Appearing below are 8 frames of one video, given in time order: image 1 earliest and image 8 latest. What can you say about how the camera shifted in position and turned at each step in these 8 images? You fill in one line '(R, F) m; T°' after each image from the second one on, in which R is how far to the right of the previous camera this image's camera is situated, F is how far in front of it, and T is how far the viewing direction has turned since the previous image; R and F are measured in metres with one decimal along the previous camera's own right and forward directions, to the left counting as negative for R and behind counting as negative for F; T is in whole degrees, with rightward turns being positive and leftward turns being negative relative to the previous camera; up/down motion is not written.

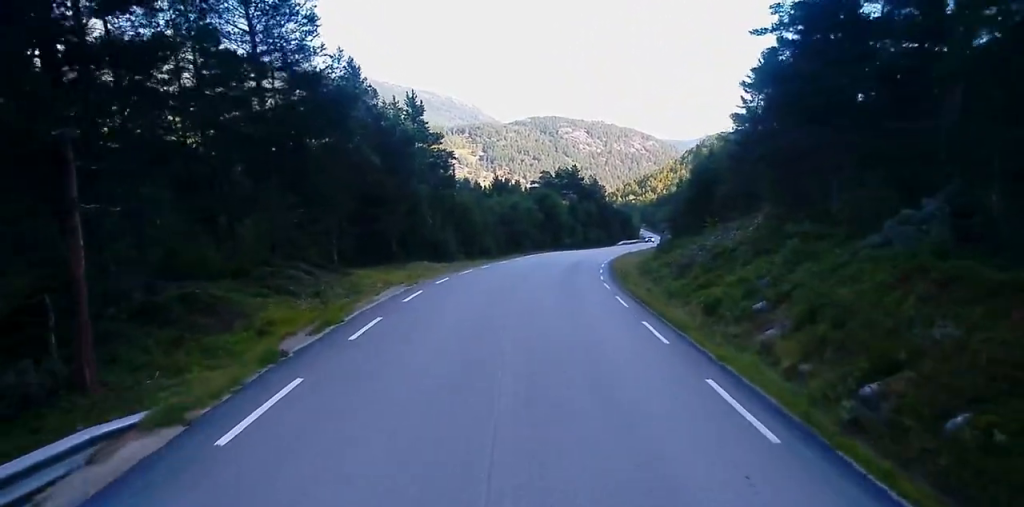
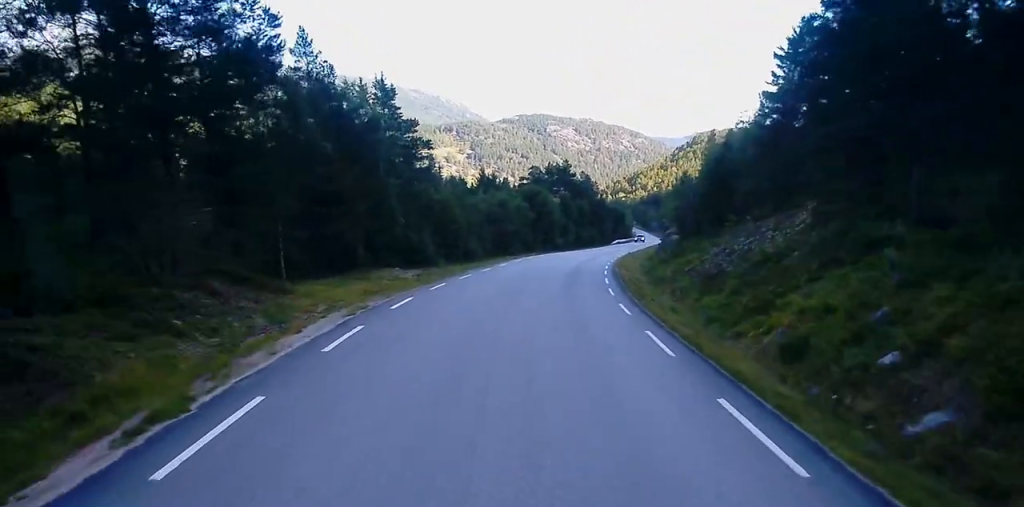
(+0.3, +7.0) m; +1°
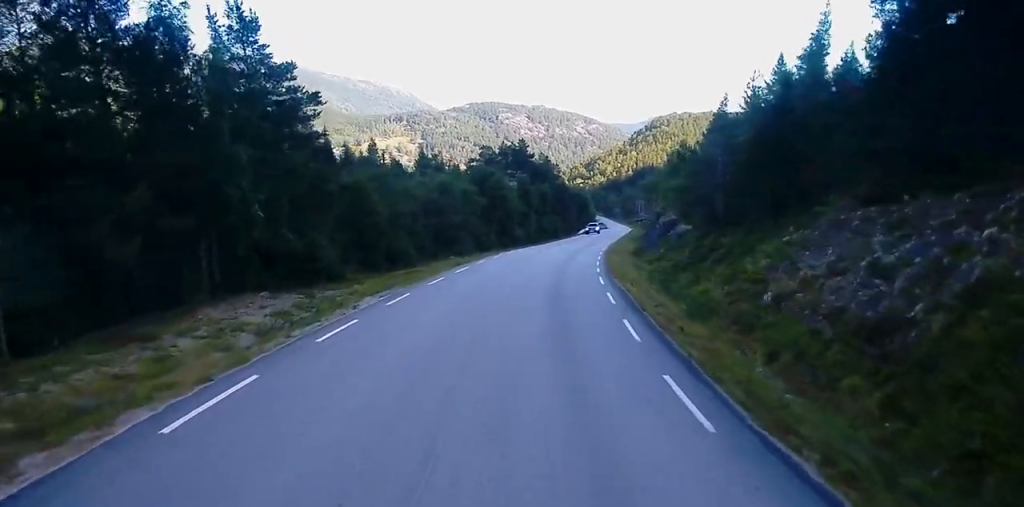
(0.0, +16.6) m; +1°
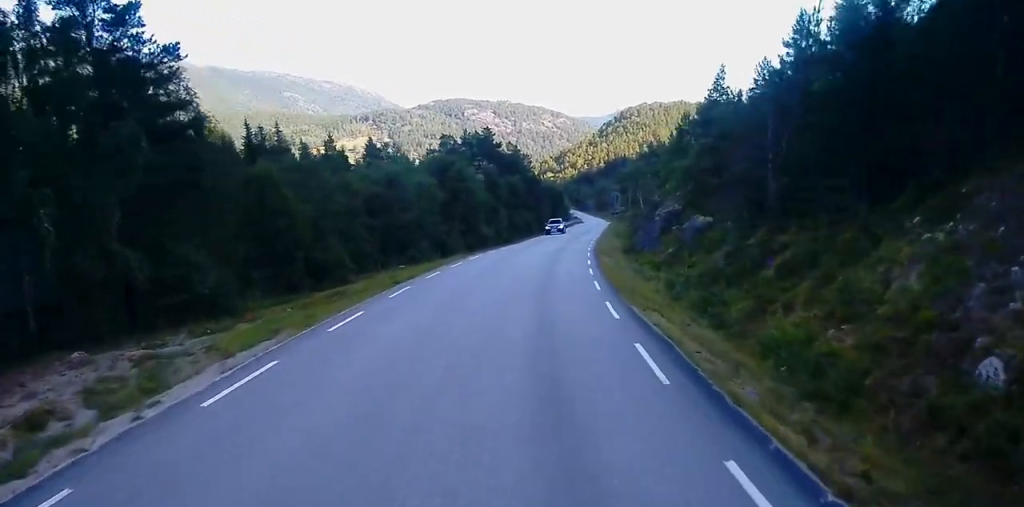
(+0.3, +10.4) m; +1°
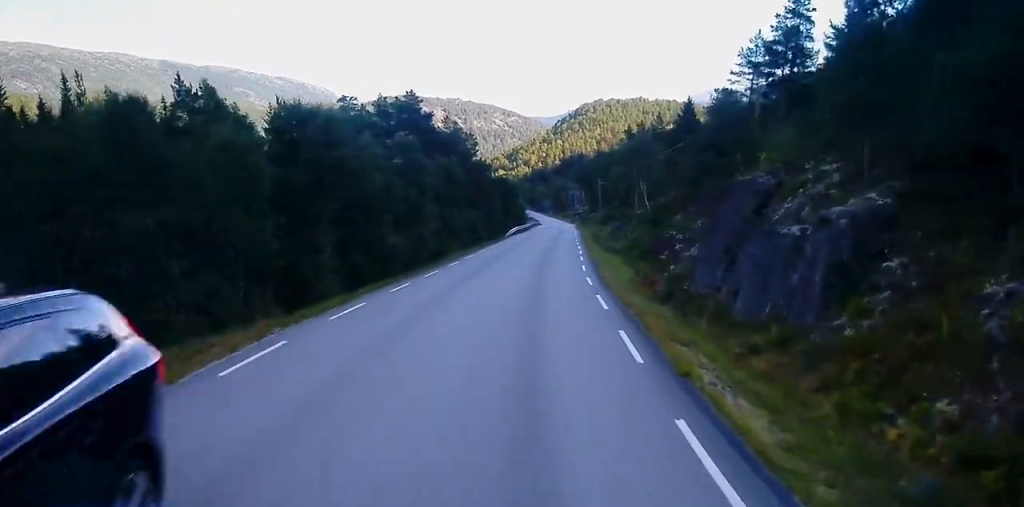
(+0.9, +28.7) m; +4°
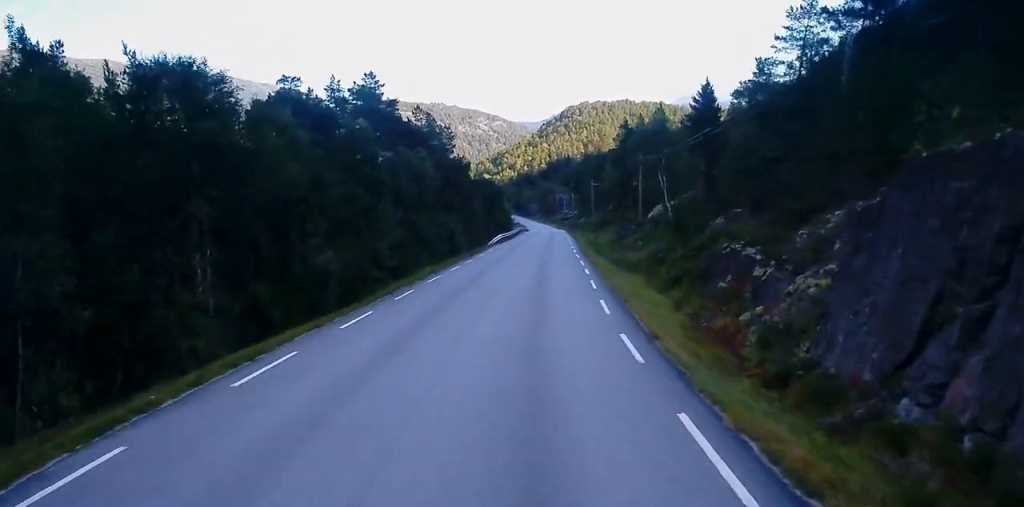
(0.0, +11.6) m; +1°
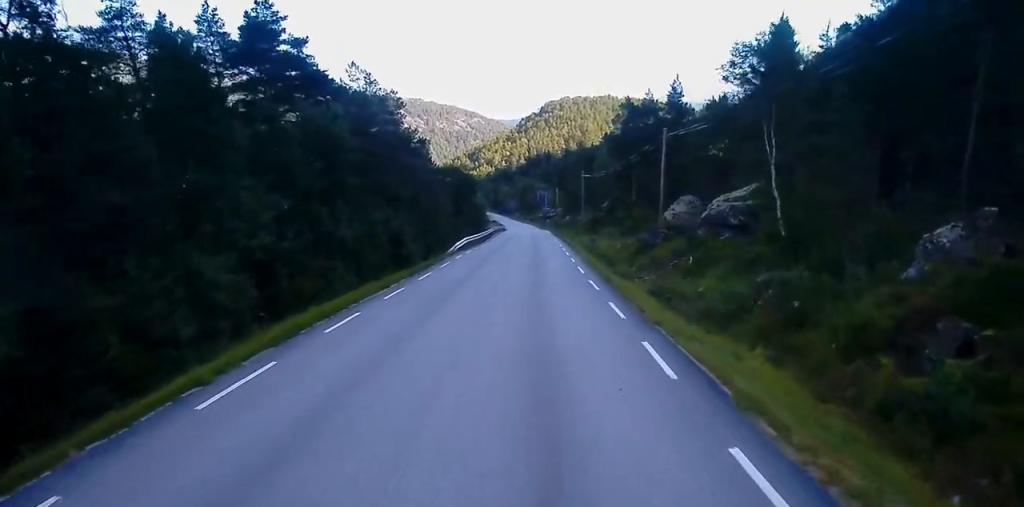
(+0.3, +19.4) m; +2°
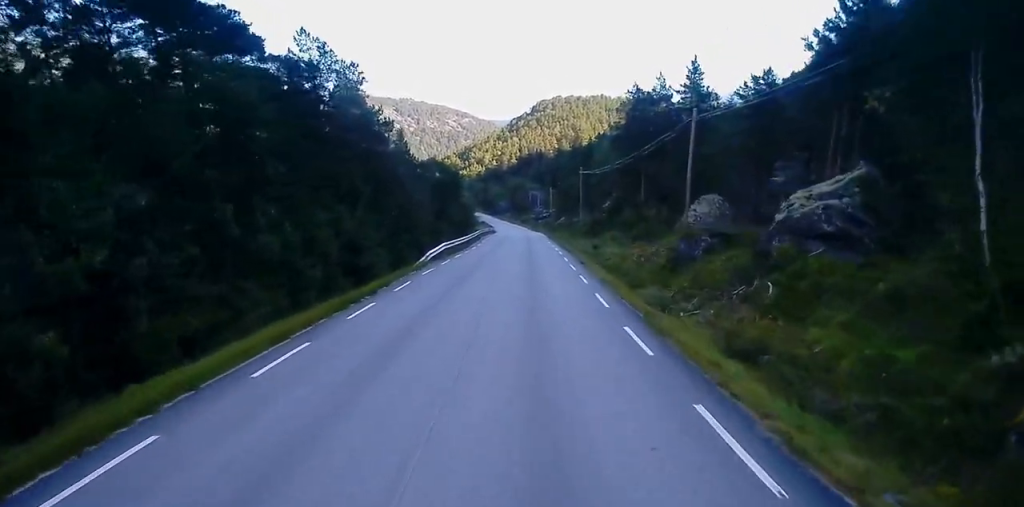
(+0.1, +10.2) m; +1°
